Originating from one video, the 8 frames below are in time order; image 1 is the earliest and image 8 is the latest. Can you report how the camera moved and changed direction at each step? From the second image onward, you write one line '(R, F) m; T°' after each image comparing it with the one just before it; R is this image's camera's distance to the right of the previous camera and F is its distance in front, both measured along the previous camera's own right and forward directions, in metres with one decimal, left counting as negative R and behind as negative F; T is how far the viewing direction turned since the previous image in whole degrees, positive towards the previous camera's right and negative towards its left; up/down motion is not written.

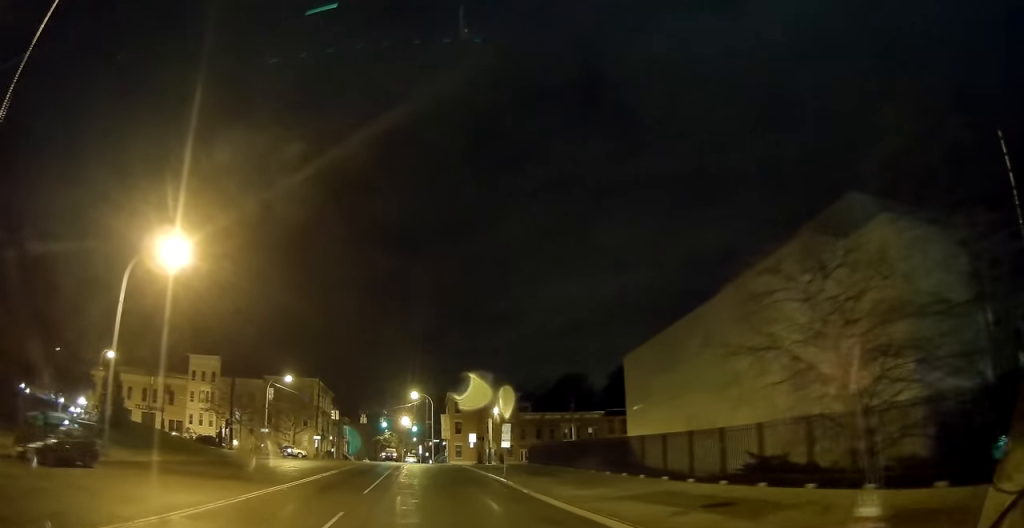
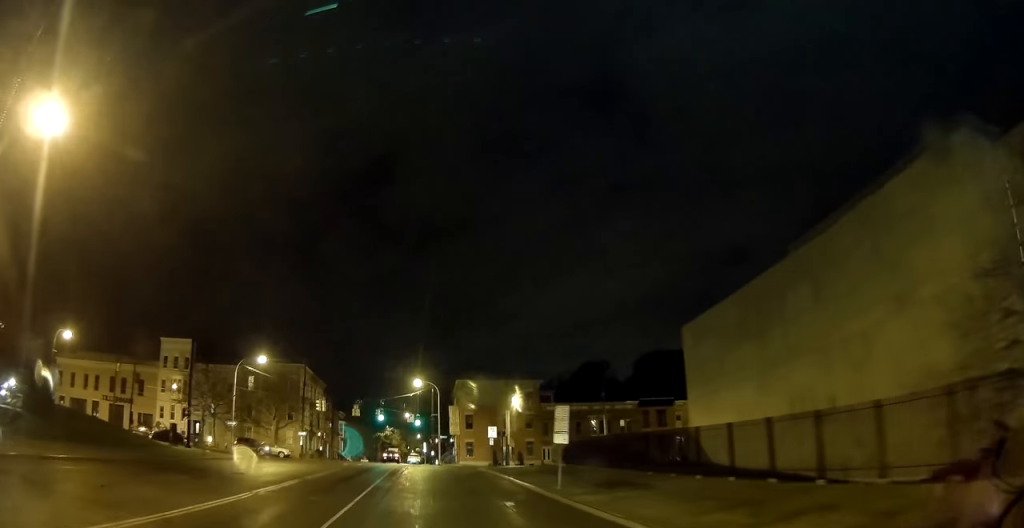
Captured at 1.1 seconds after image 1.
(+0.1, +12.5) m; 0°
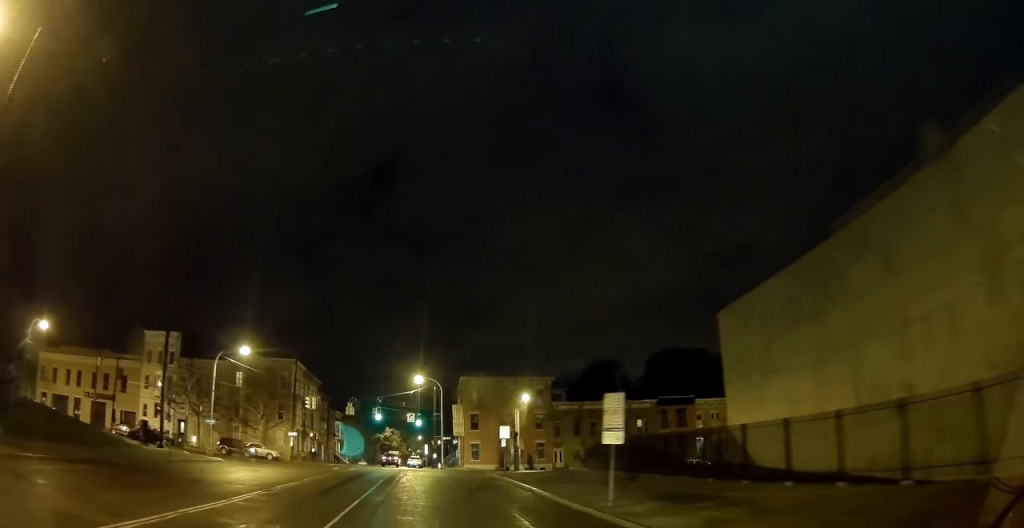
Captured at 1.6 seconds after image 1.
(0.0, +5.7) m; 0°
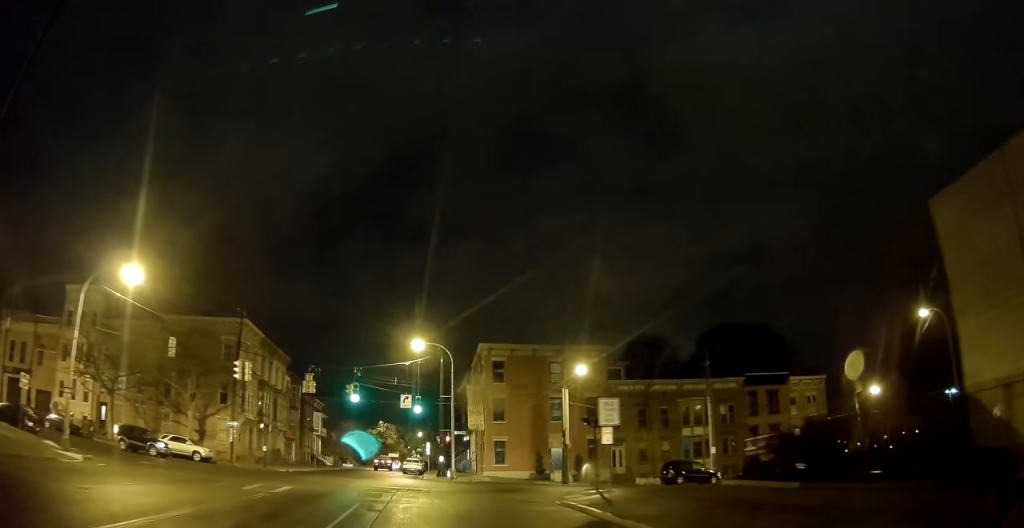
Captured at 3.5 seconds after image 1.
(-0.3, +19.7) m; +2°
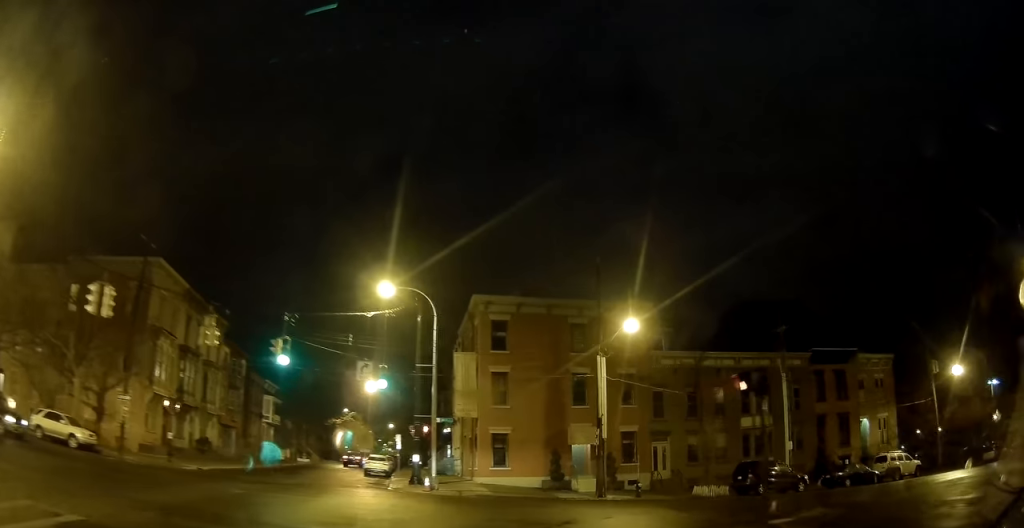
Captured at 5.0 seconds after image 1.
(+1.1, +11.5) m; +14°
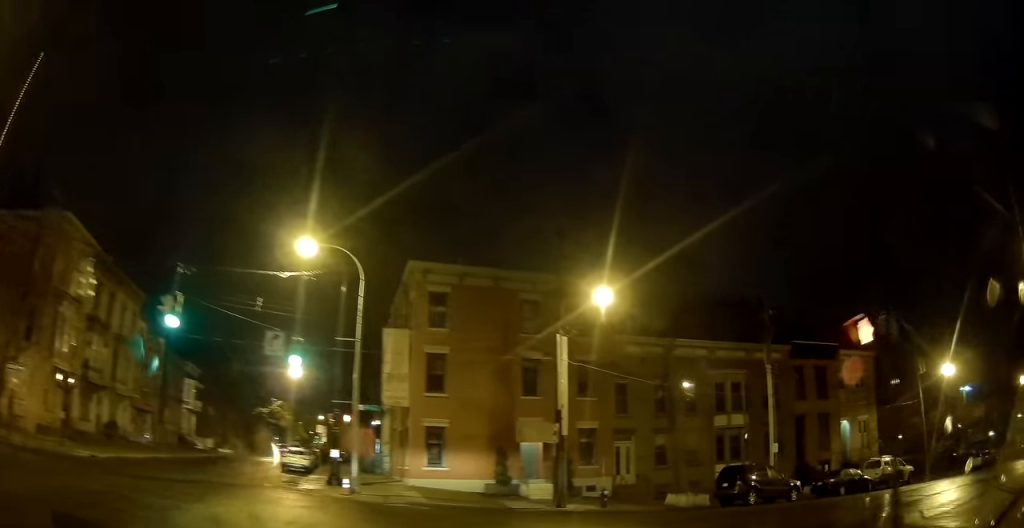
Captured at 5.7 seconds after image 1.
(+0.2, +4.5) m; +11°
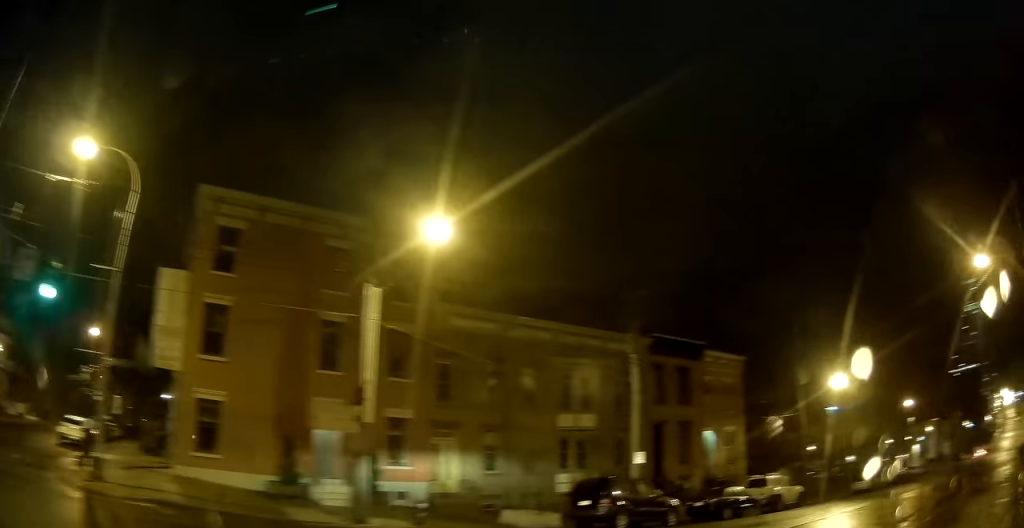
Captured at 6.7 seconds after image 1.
(+1.0, +5.4) m; +21°
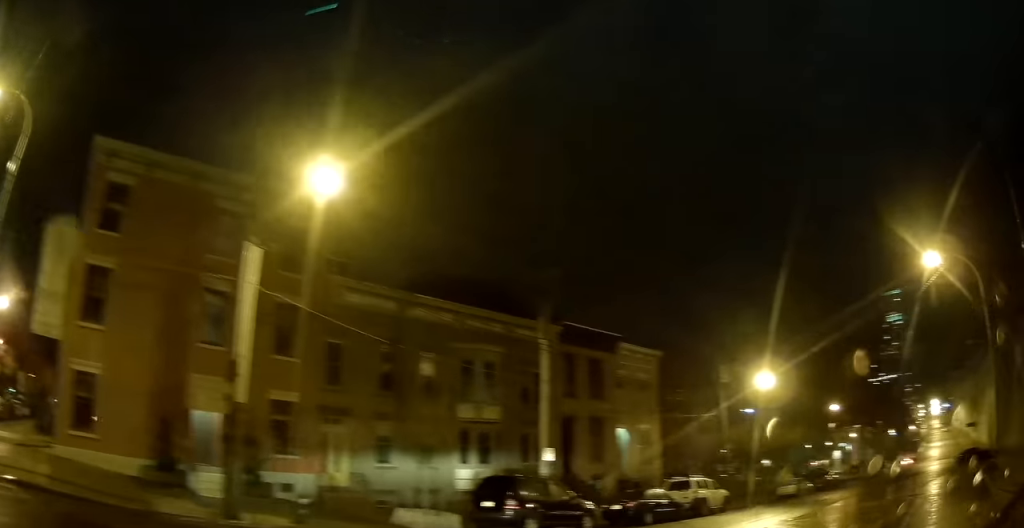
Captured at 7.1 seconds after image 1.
(+0.3, +2.1) m; +10°
